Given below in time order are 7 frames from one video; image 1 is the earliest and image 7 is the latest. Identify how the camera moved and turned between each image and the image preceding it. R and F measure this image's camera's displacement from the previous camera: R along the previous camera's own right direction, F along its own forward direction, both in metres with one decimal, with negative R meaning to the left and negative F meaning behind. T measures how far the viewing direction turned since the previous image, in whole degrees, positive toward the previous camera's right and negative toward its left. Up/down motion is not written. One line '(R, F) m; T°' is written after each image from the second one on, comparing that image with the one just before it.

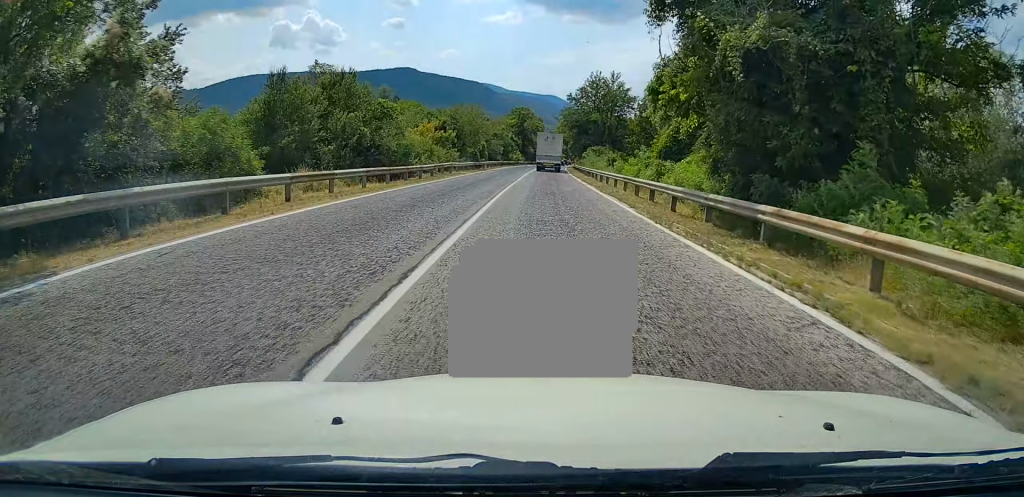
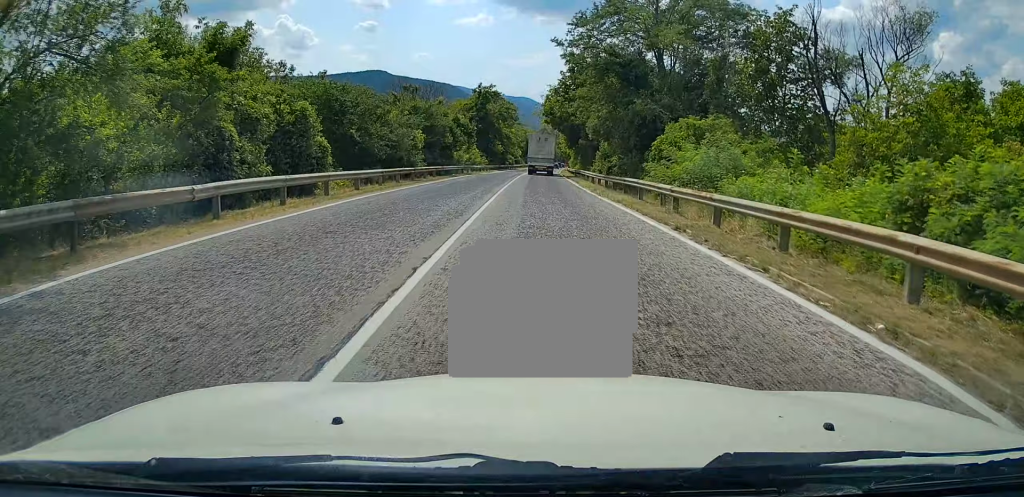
(+1.0, +57.6) m; +2°
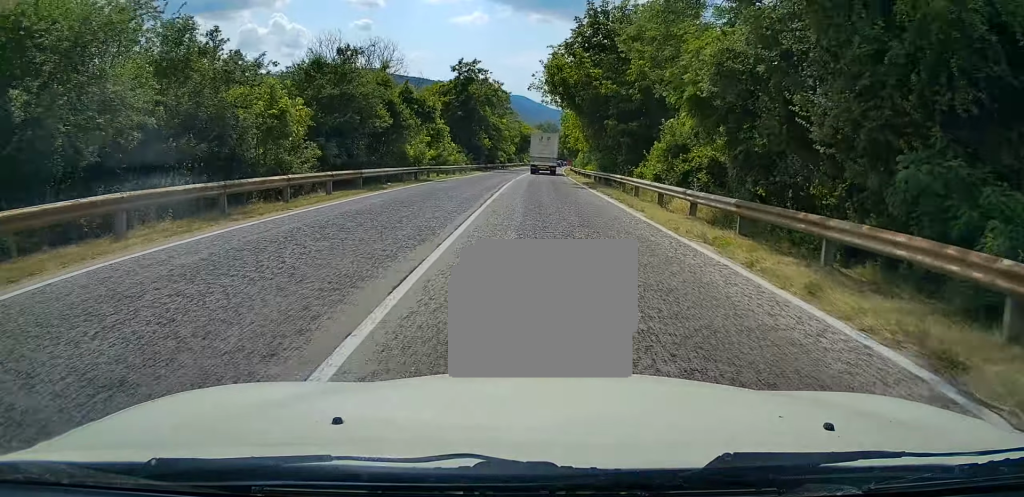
(+0.1, +22.5) m; +1°
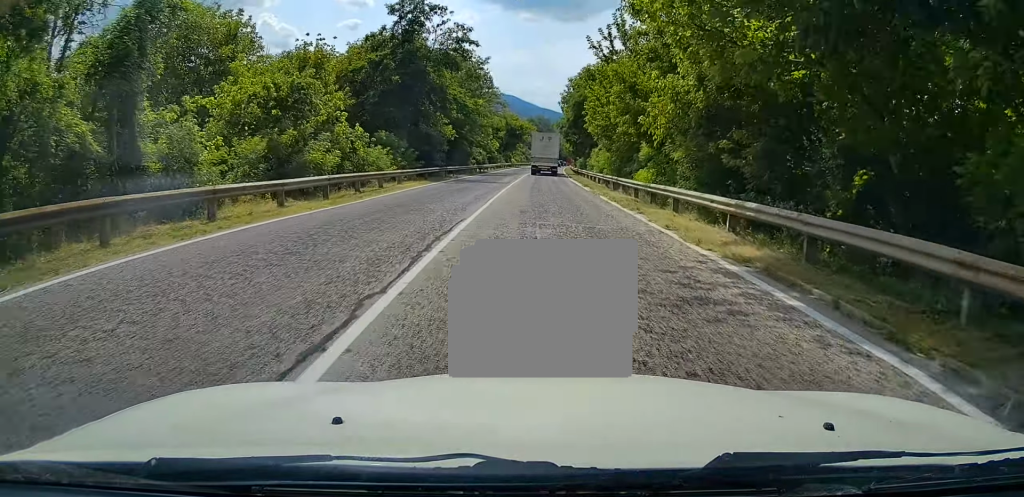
(+0.4, +30.8) m; +1°
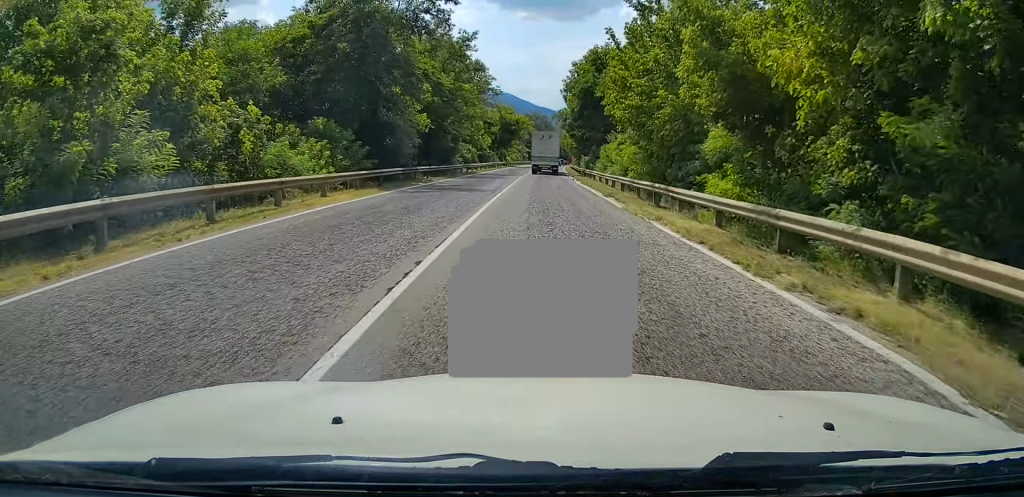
(0.0, +11.5) m; 0°
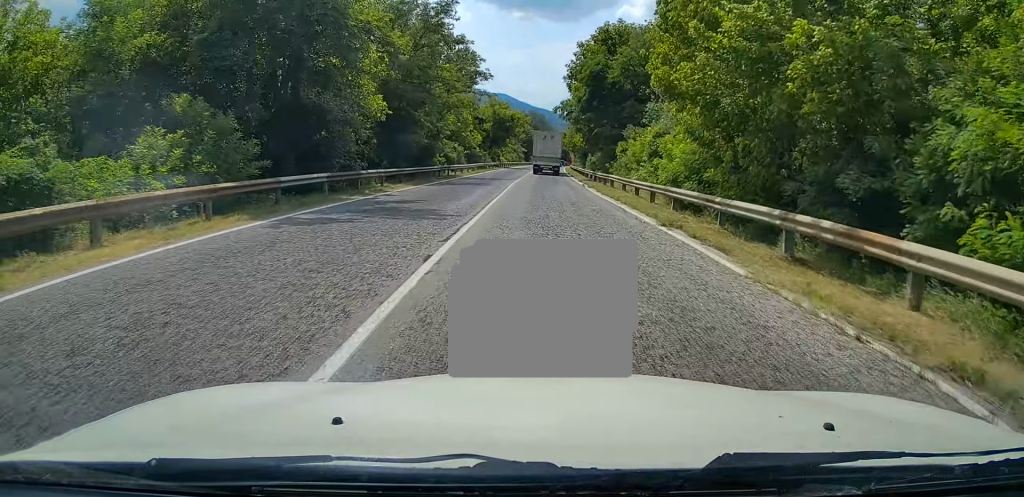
(-0.1, +11.4) m; +1°
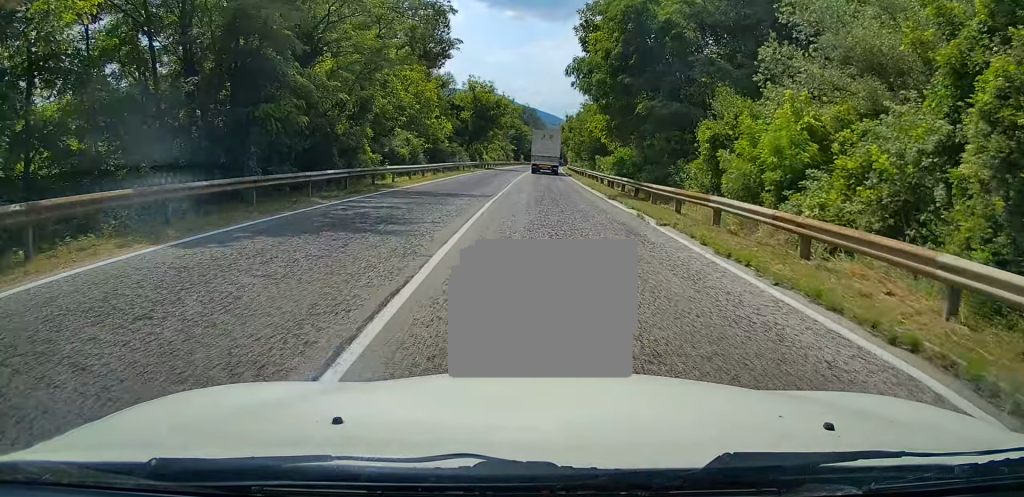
(+0.3, +20.6) m; +1°
